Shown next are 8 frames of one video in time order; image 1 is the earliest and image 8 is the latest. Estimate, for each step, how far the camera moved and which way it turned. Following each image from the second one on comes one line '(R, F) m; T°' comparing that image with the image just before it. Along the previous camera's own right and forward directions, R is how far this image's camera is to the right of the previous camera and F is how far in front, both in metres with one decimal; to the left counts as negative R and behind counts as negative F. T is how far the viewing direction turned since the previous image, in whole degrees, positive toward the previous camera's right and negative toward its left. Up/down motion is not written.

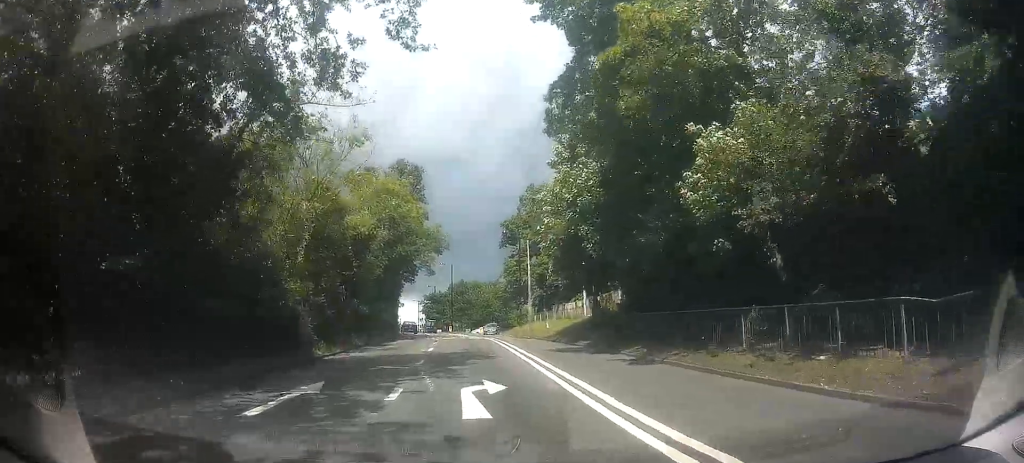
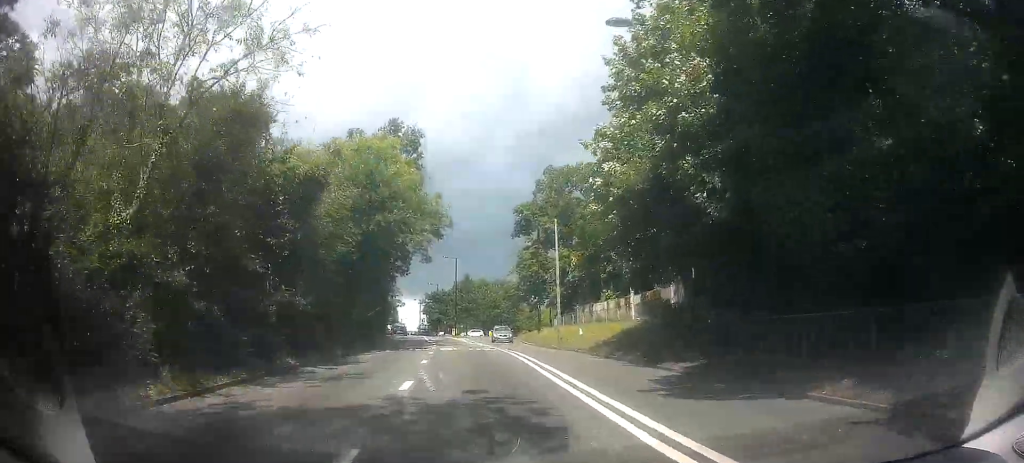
(-0.5, +10.2) m; -3°
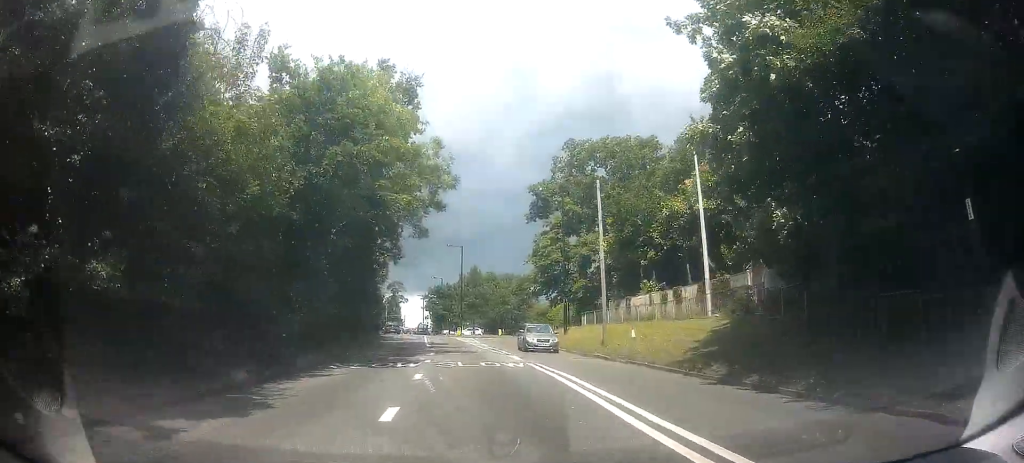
(0.0, +9.1) m; +1°
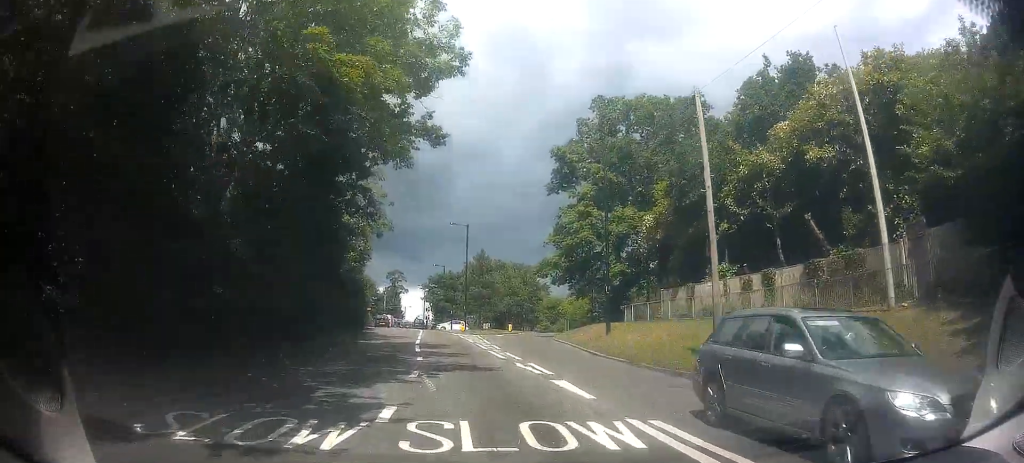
(+0.3, +10.7) m; +2°
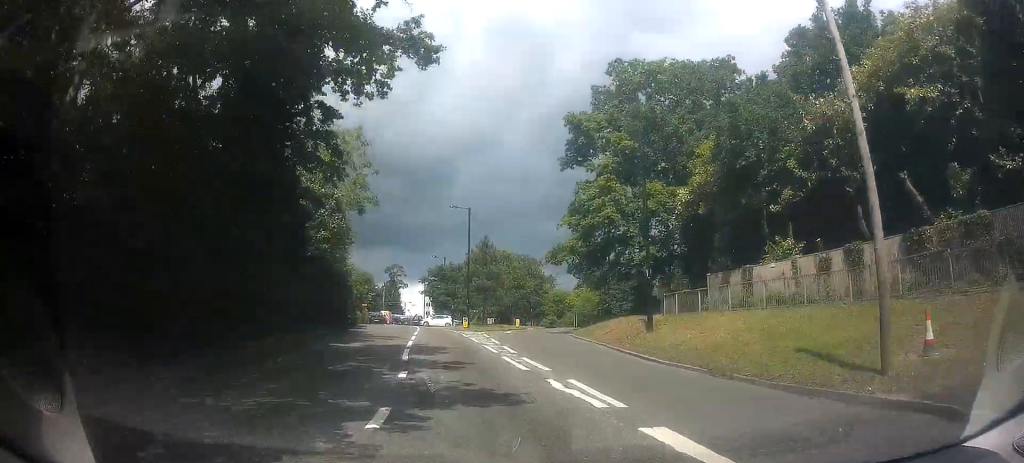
(0.0, +6.2) m; -2°
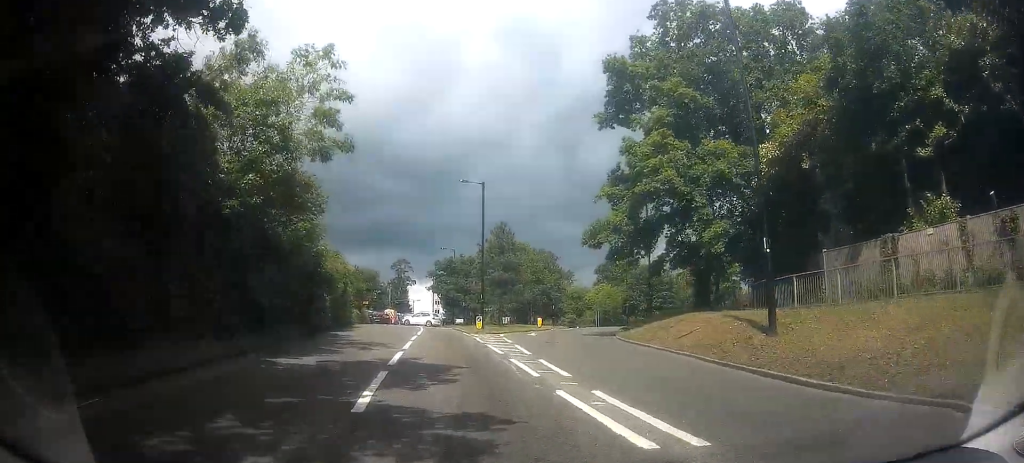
(-0.2, +8.5) m; -3°
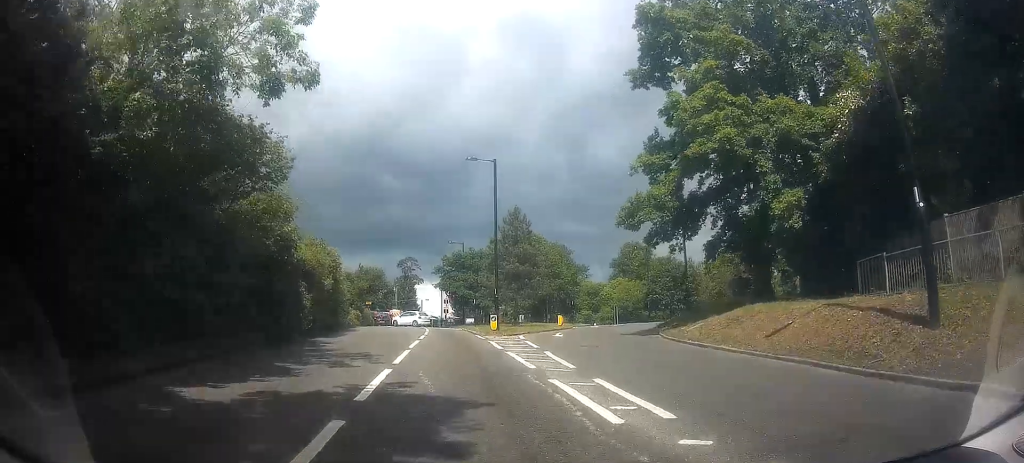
(-0.1, +5.5) m; -2°
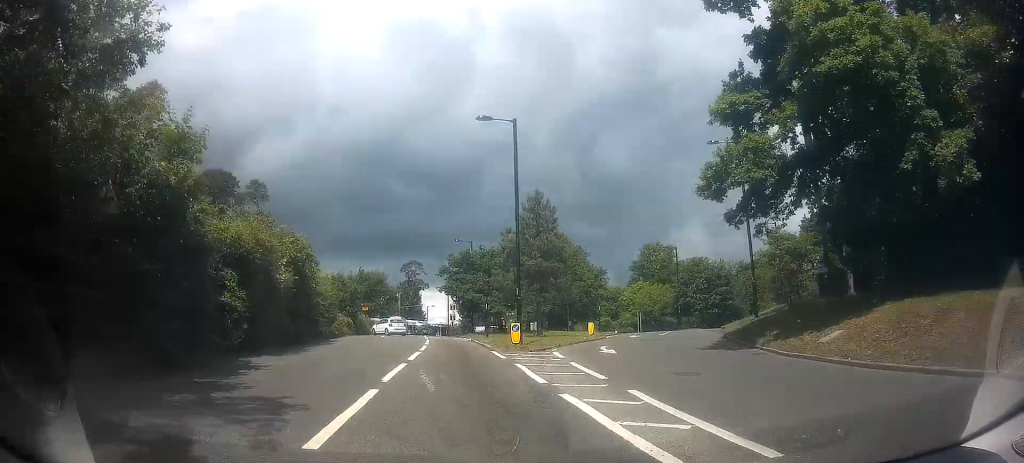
(-0.2, +8.4) m; +2°
